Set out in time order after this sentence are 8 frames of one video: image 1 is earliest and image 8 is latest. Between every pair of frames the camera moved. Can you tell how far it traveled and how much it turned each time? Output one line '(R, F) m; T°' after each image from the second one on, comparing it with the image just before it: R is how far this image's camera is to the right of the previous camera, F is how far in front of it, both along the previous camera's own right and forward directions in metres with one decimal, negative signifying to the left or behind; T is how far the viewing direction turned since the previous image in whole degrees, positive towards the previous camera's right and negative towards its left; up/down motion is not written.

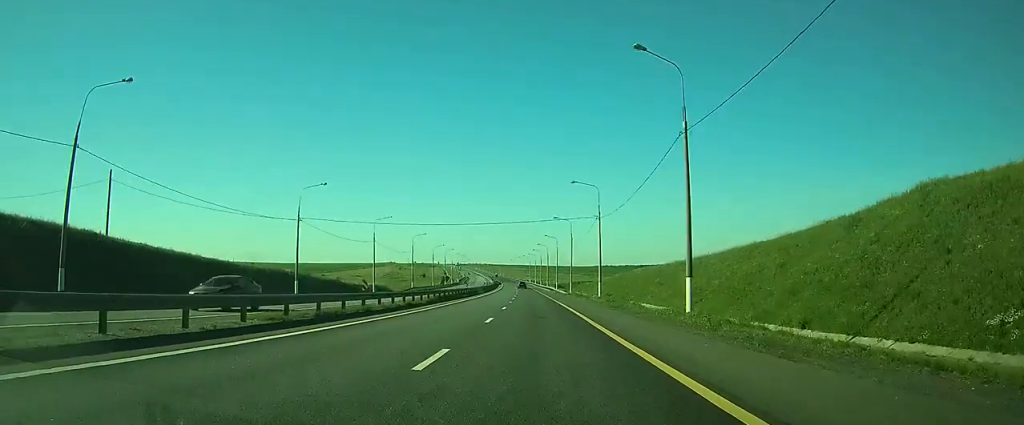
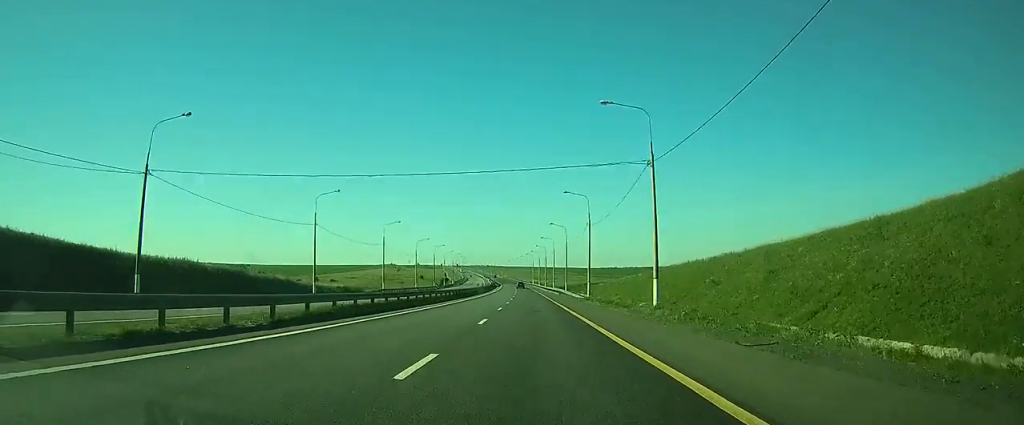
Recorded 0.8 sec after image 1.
(-0.1, +24.8) m; 0°
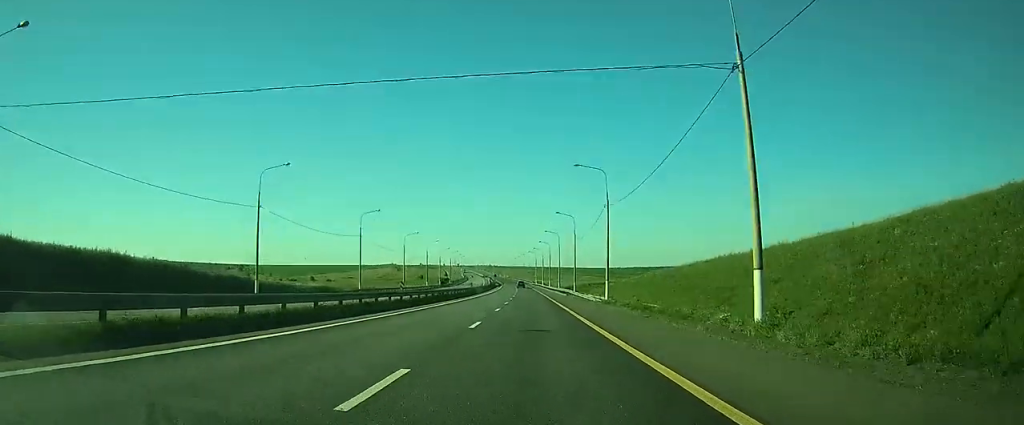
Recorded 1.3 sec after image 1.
(0.0, +14.0) m; 0°
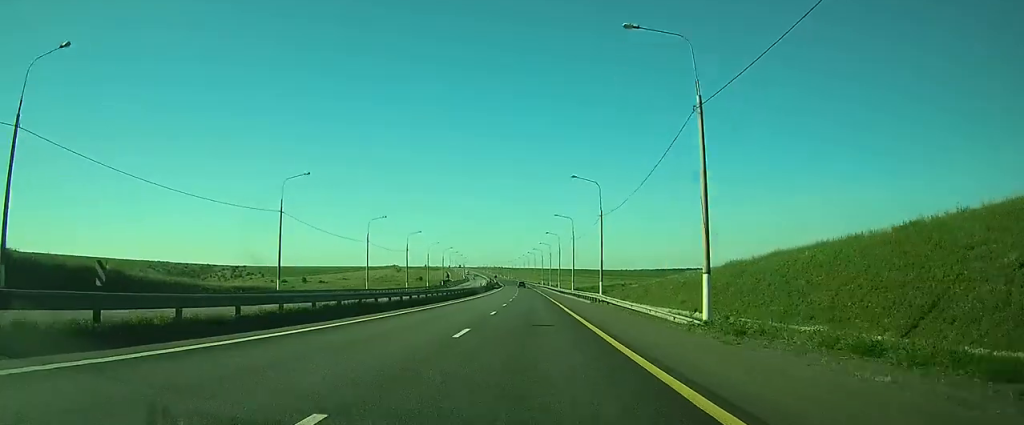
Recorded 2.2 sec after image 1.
(0.0, +27.2) m; 0°
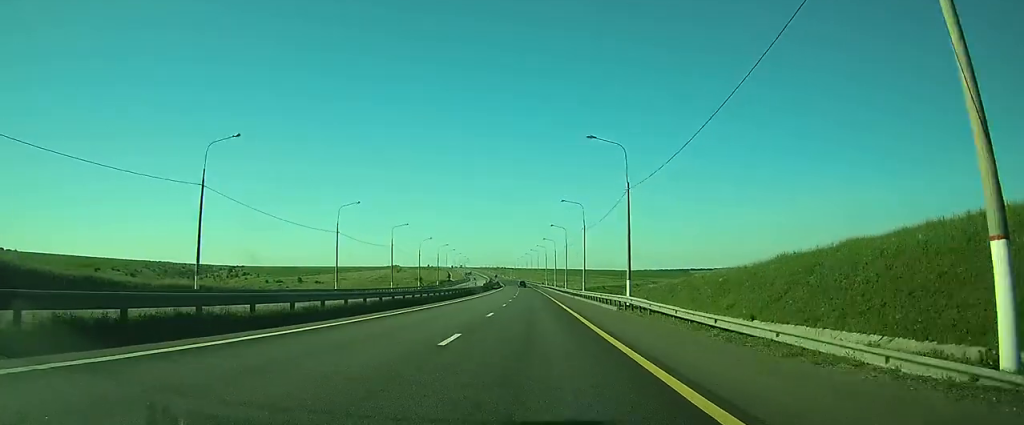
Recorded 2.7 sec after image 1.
(0.0, +14.2) m; 0°
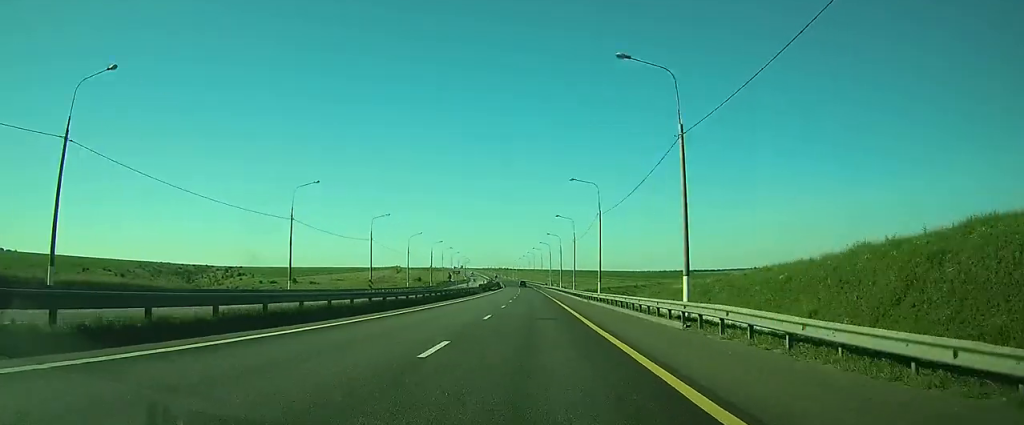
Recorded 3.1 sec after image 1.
(-0.1, +14.3) m; 0°
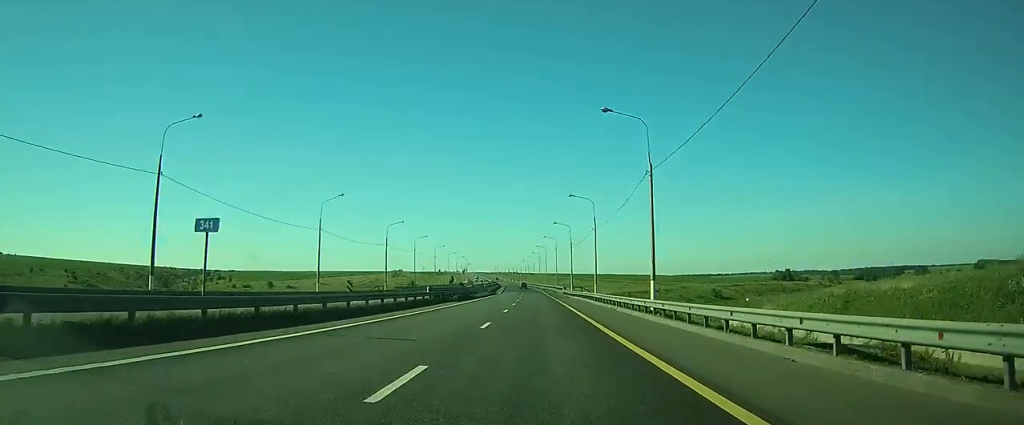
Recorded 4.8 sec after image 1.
(-0.7, +52.2) m; -2°
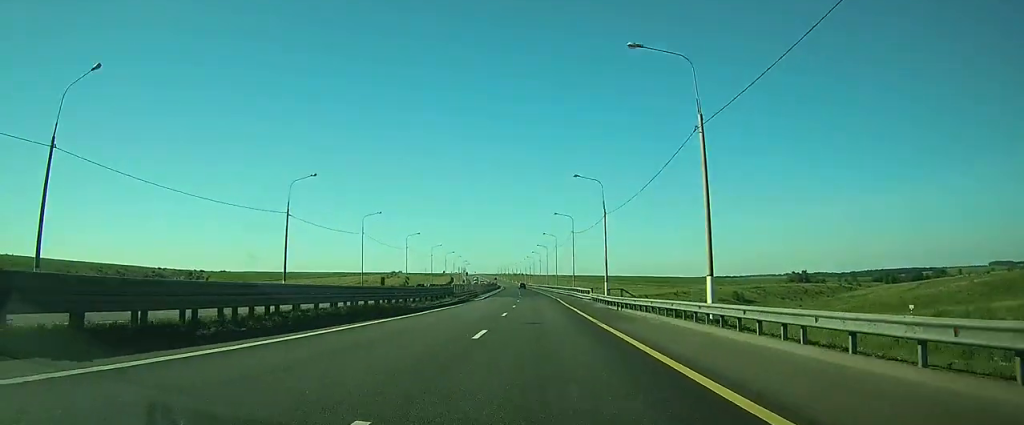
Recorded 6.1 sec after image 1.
(-0.3, +40.2) m; -1°
